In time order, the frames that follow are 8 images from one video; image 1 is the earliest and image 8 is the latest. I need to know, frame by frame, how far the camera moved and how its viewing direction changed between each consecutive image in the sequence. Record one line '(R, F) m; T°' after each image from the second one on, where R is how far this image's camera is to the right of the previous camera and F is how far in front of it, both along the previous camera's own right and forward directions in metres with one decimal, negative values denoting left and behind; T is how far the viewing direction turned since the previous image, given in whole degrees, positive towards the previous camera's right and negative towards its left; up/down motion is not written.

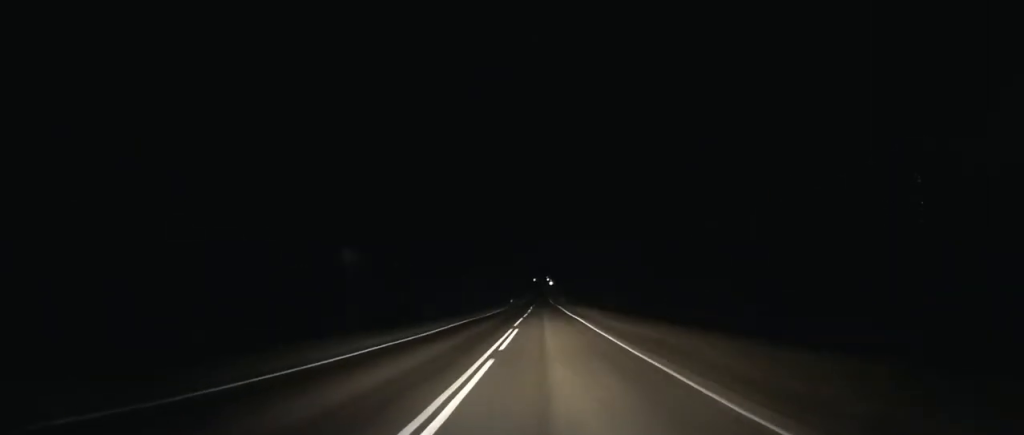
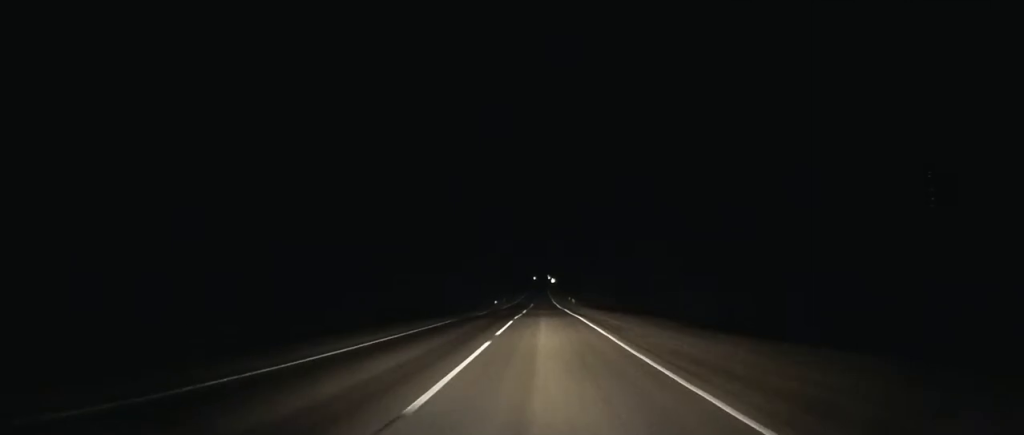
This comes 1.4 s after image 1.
(+0.1, +44.4) m; 0°
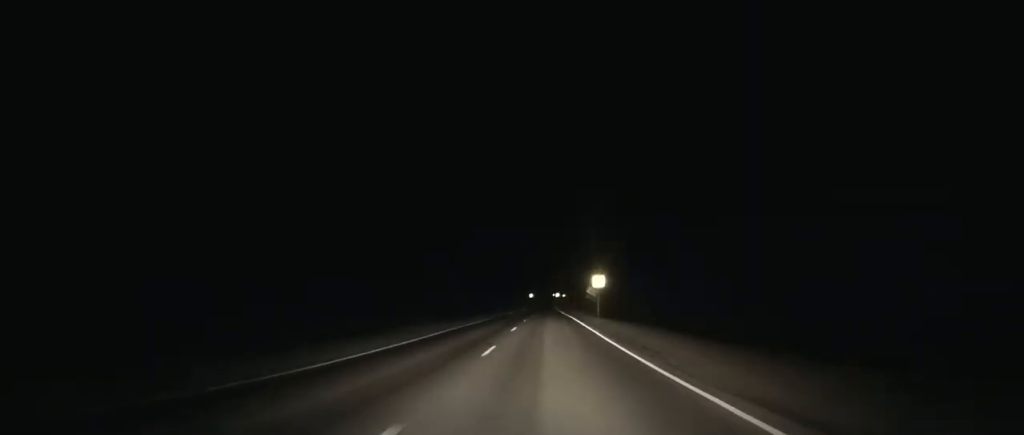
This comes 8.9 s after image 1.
(+0.5, +233.9) m; 0°
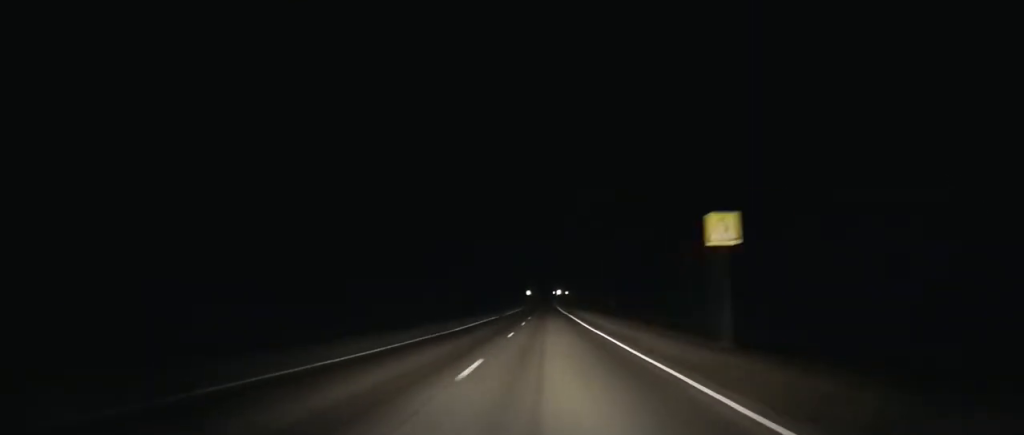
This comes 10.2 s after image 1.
(0.0, +40.4) m; 0°
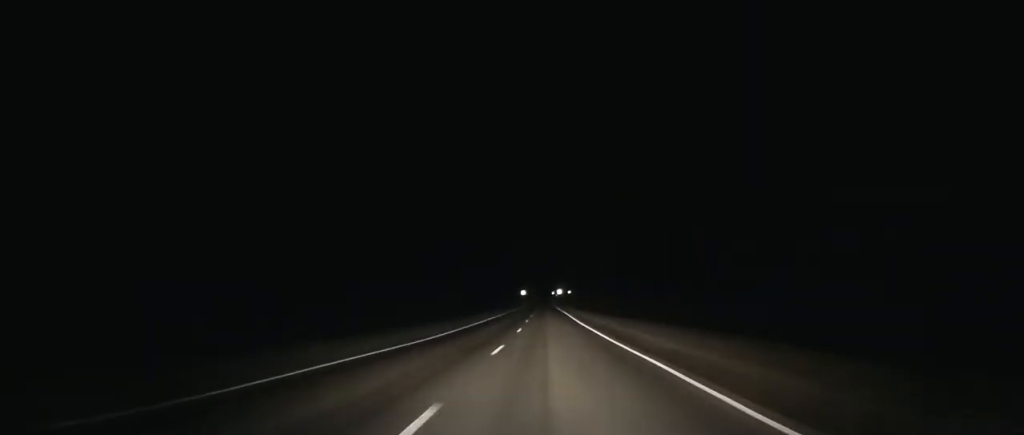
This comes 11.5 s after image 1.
(0.0, +41.7) m; 0°
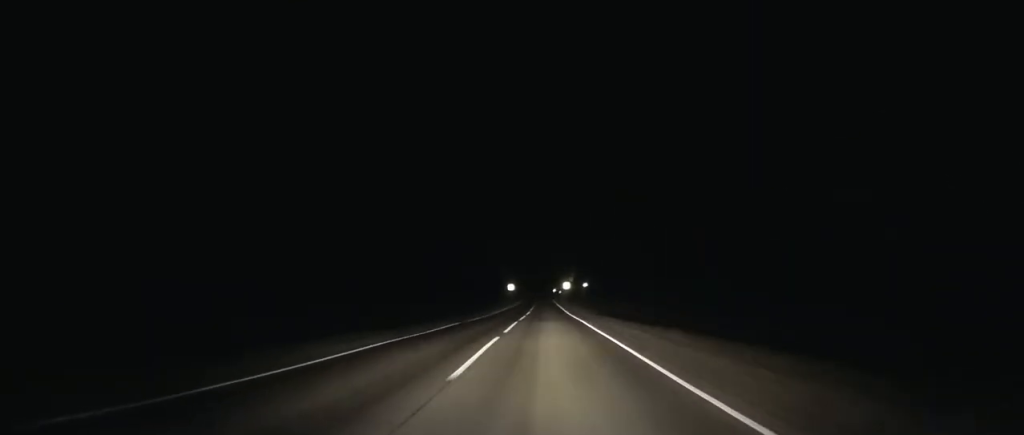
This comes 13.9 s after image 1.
(0.0, +78.5) m; 0°
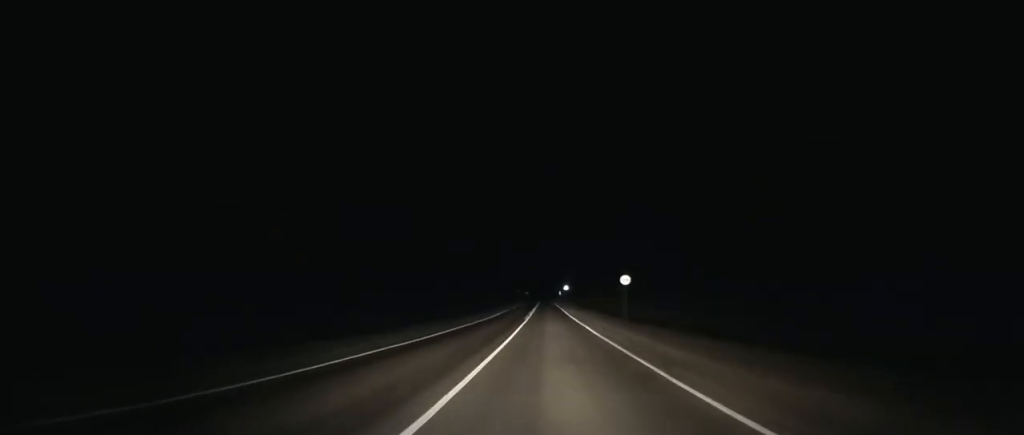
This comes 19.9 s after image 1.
(+0.1, +188.2) m; 0°
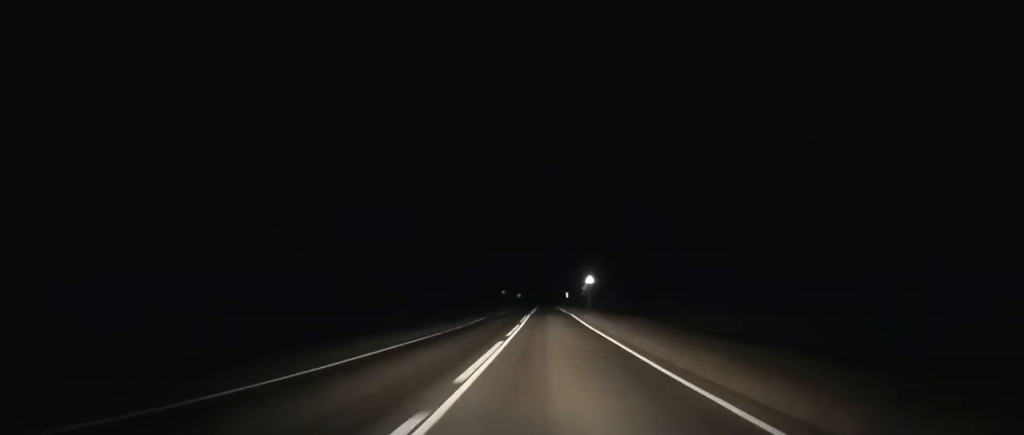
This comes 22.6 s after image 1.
(-0.2, +77.8) m; 0°
